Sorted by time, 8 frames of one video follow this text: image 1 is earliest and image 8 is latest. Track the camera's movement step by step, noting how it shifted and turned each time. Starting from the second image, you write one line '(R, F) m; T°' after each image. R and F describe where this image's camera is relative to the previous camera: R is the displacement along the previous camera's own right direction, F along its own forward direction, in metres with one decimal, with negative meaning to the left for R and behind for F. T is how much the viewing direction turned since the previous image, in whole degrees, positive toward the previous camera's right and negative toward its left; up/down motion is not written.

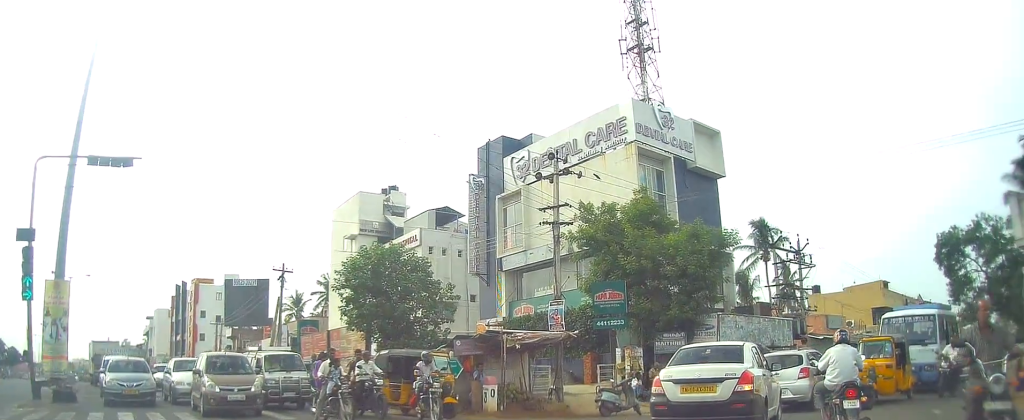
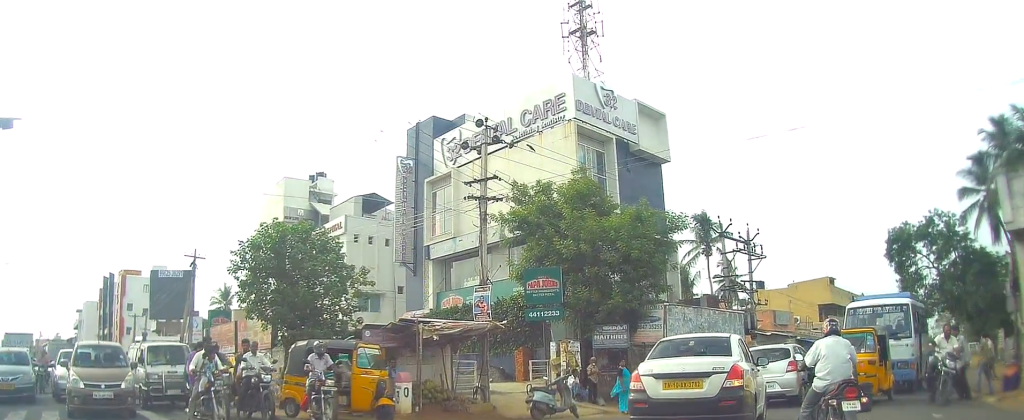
(+0.3, +2.5) m; +6°
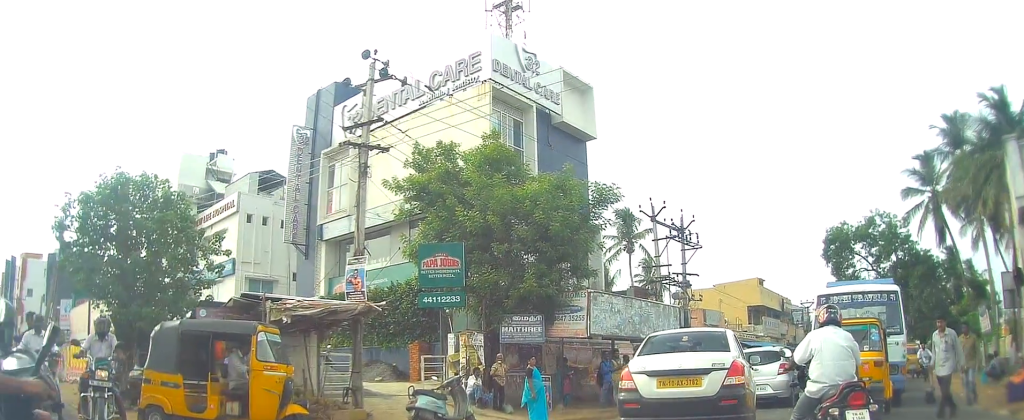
(+0.1, +4.2) m; +6°
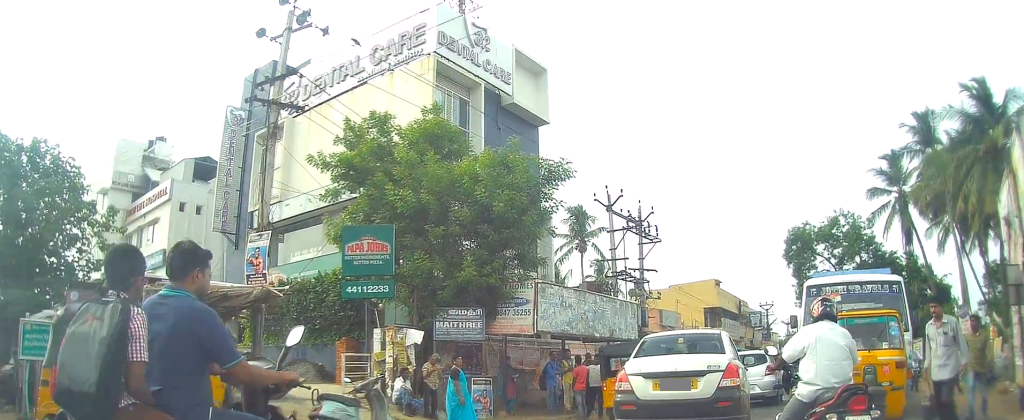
(+0.2, +2.4) m; +3°
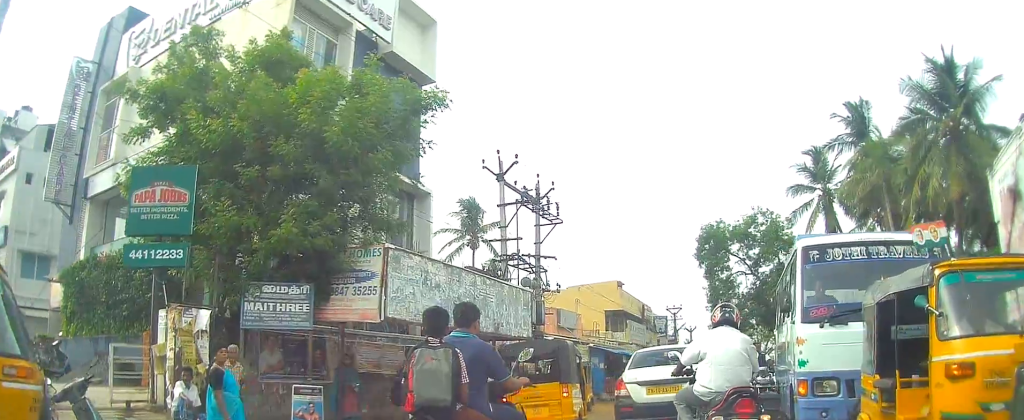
(+0.5, +4.8) m; +14°
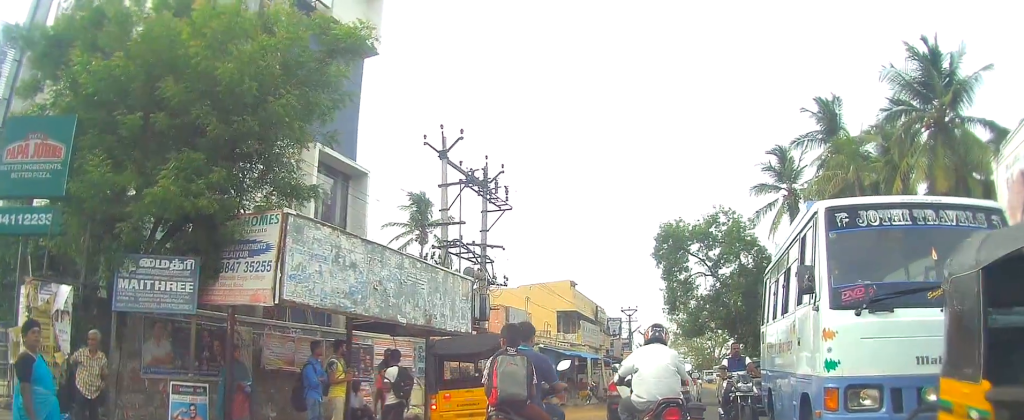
(+0.2, +2.3) m; +5°
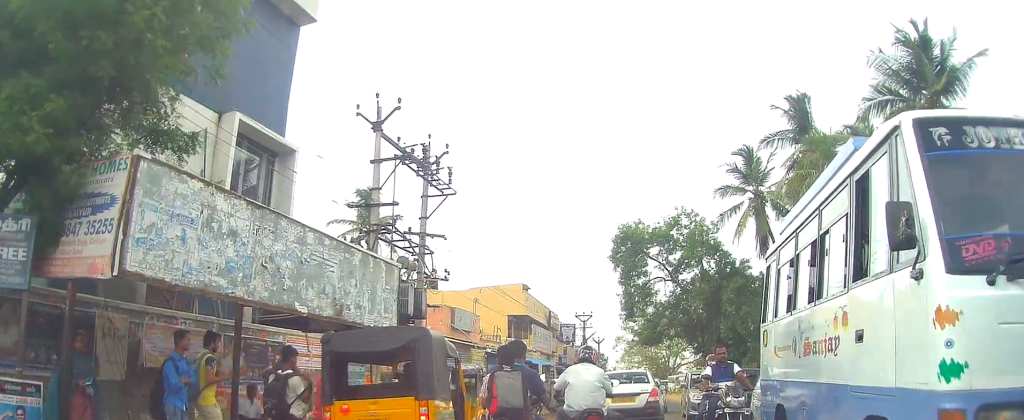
(0.0, +2.3) m; +1°
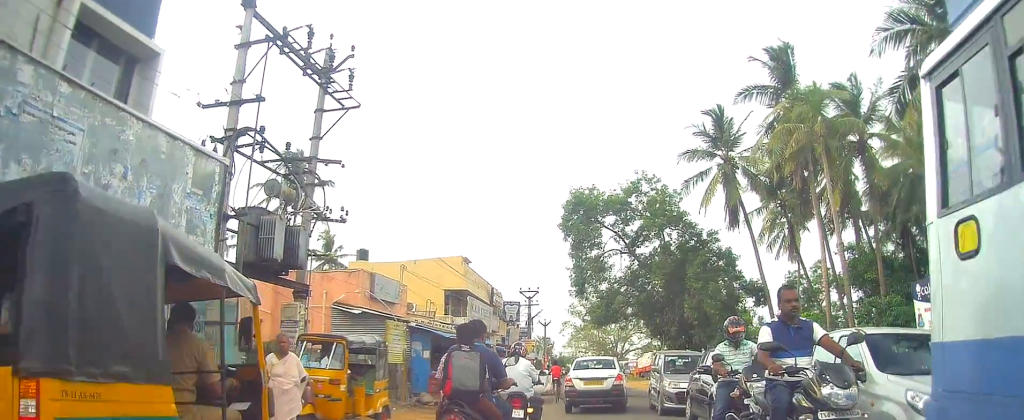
(+0.1, +4.3) m; +2°
